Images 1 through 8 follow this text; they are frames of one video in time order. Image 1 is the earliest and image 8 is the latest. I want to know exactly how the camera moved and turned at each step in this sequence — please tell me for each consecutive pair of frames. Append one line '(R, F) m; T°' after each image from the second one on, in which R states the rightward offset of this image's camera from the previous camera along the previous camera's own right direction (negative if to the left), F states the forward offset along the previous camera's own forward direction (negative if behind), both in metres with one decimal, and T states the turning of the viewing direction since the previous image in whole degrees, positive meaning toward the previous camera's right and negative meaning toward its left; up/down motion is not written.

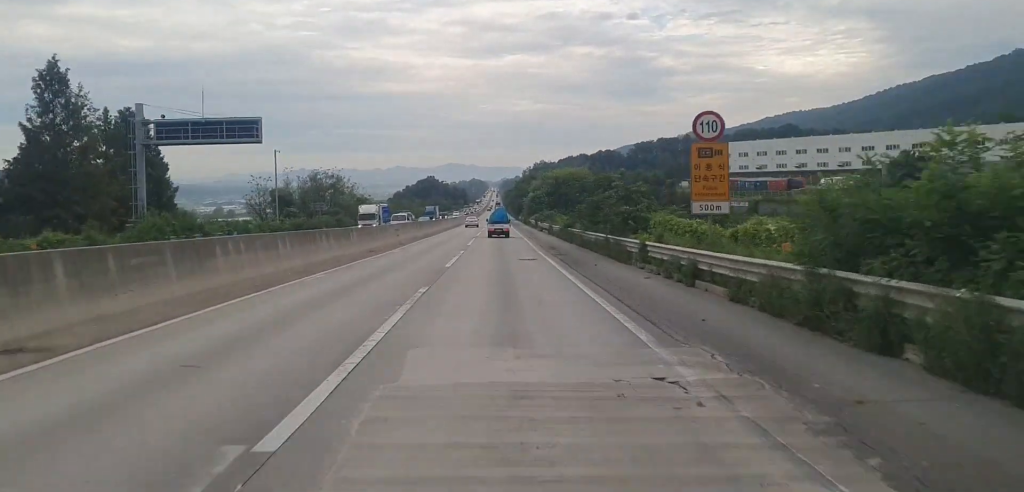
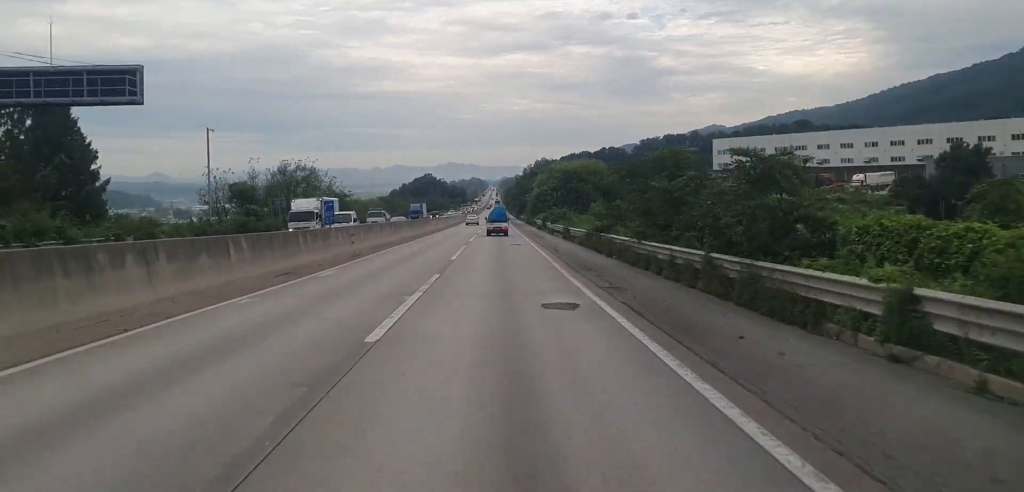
(+0.1, +15.7) m; 0°
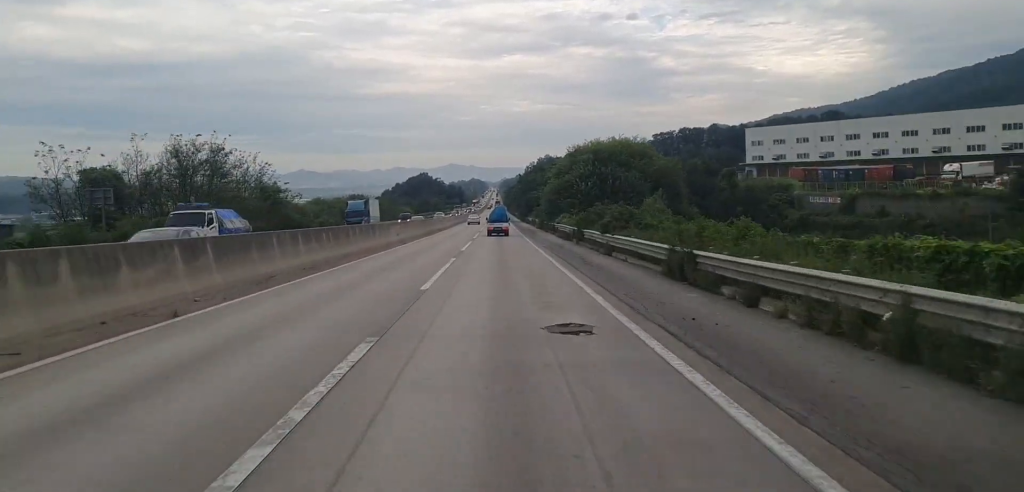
(-0.4, +30.9) m; -1°
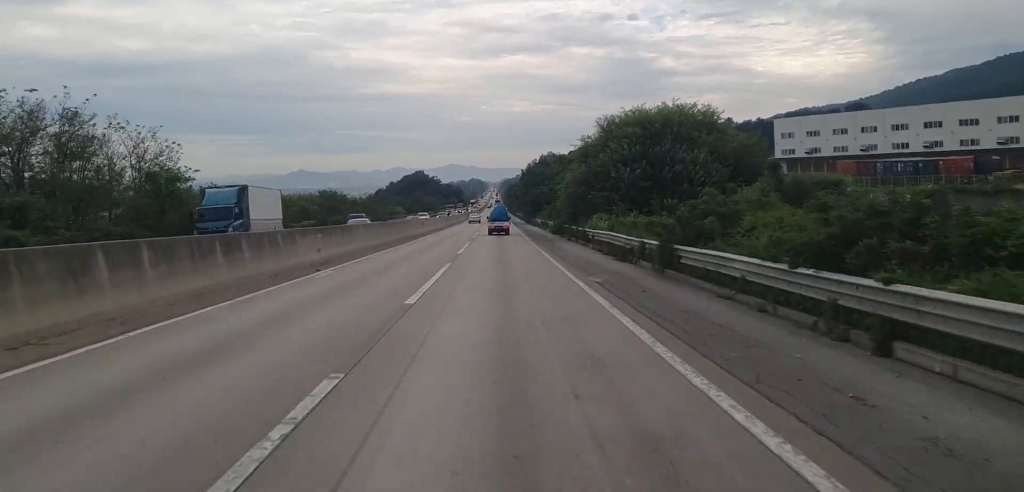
(0.0, +20.8) m; 0°
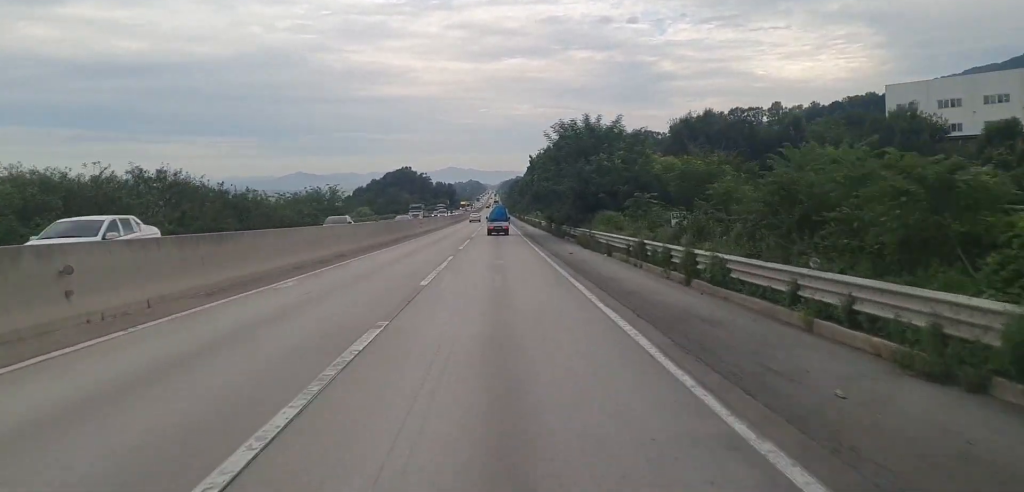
(+0.3, +51.4) m; +1°
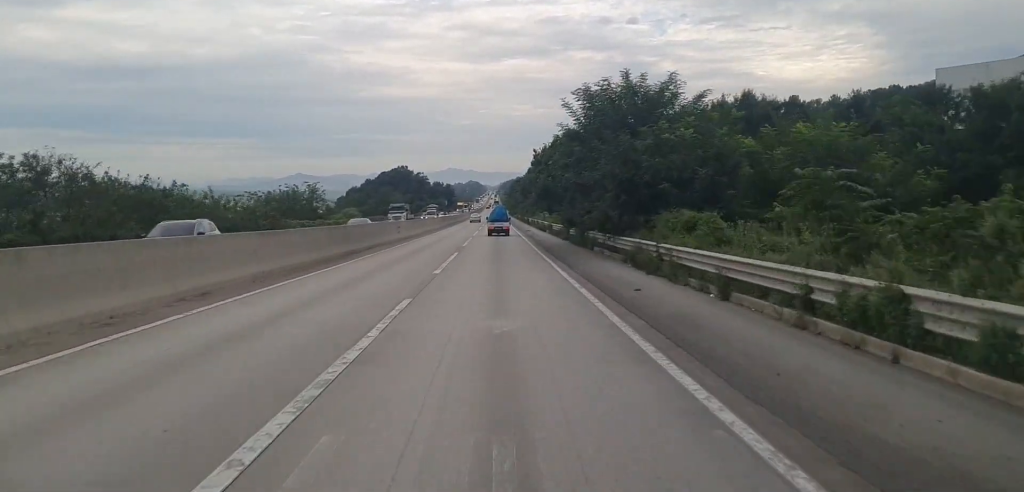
(+0.1, +14.9) m; 0°
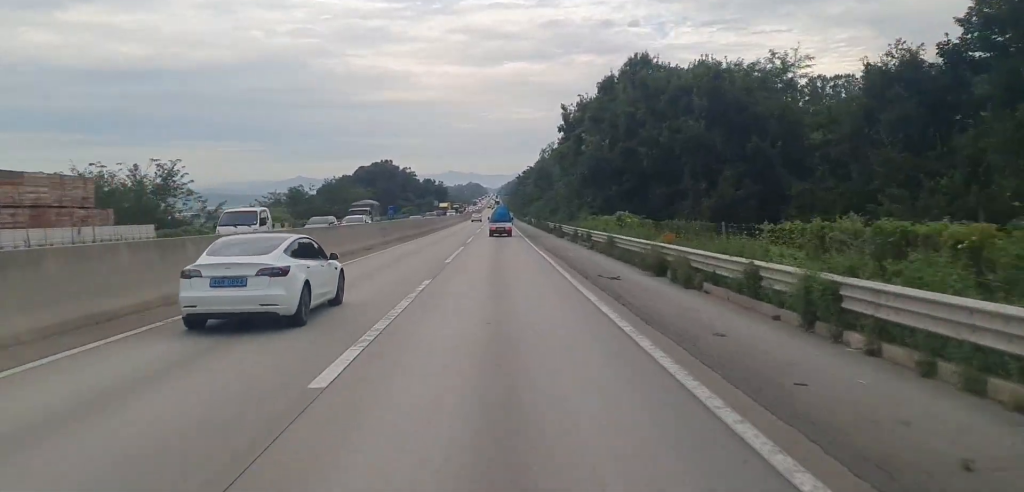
(-0.3, +49.8) m; -1°
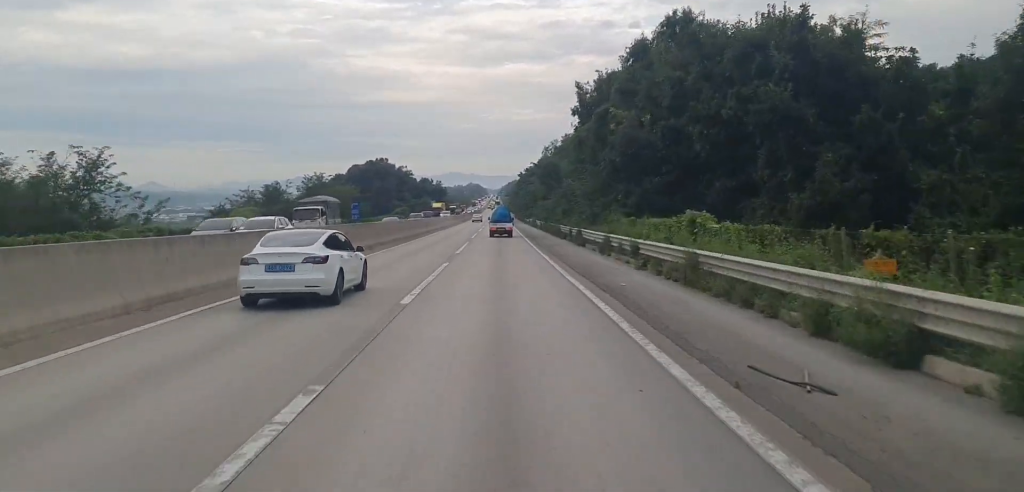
(0.0, +12.2) m; 0°
